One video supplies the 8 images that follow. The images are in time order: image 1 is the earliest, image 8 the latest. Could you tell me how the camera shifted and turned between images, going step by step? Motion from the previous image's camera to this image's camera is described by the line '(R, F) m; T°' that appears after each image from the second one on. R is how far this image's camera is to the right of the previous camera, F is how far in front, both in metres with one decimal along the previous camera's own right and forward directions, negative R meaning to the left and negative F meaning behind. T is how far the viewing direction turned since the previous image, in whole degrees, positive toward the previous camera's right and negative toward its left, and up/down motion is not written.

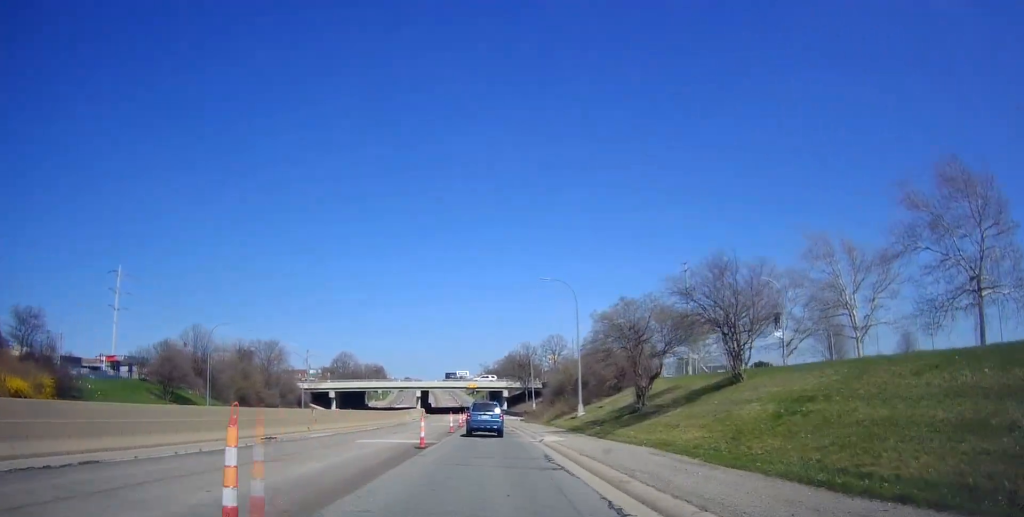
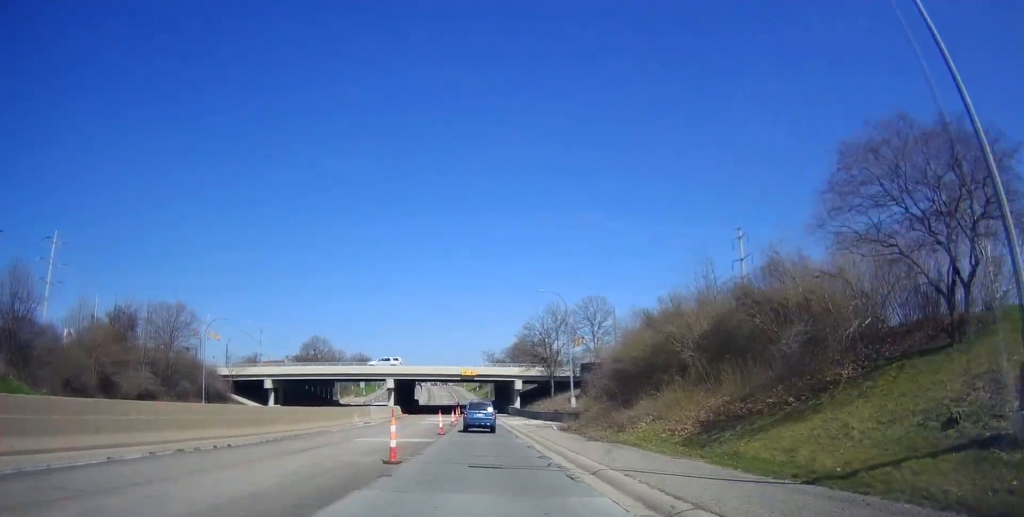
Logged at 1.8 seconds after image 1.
(+0.2, +36.4) m; 0°
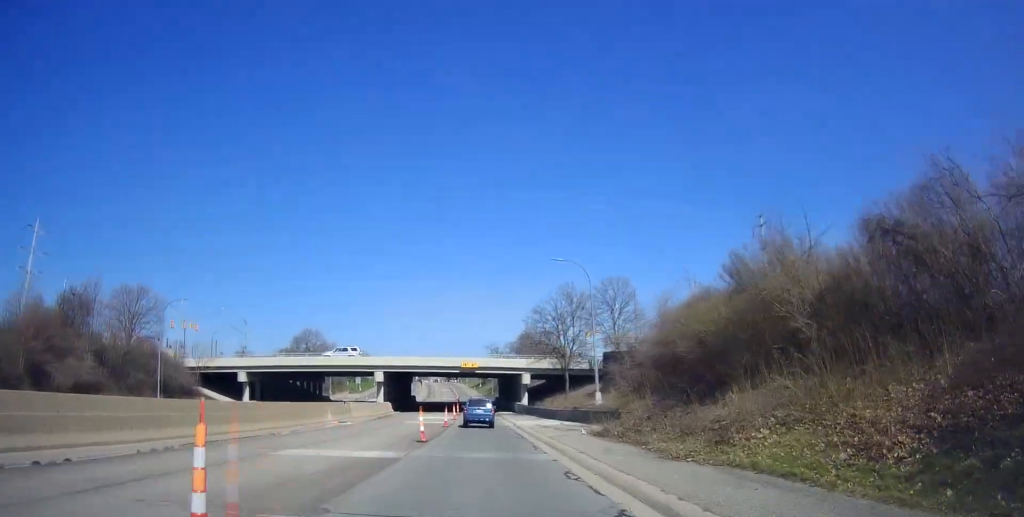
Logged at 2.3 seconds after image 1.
(0.0, +9.9) m; 0°
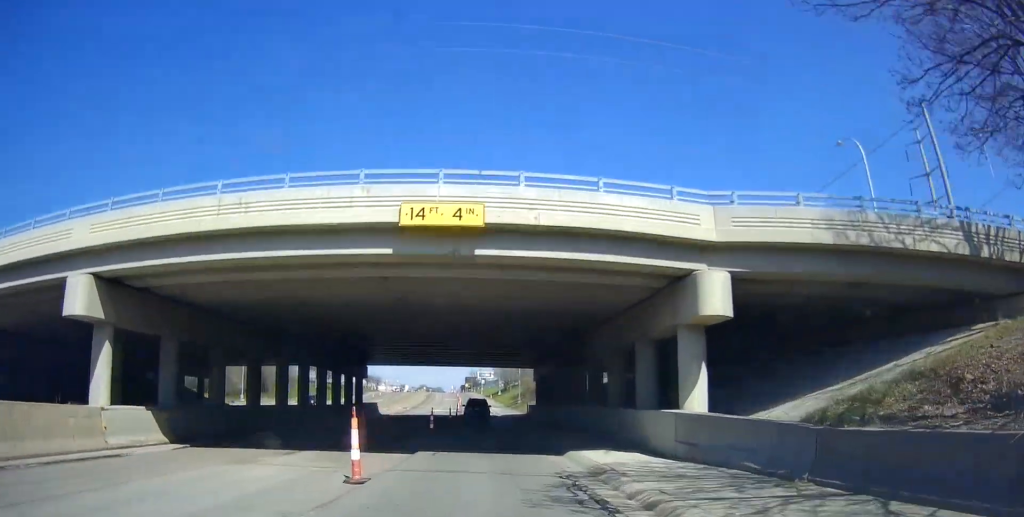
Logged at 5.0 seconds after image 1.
(-1.5, +53.4) m; -3°
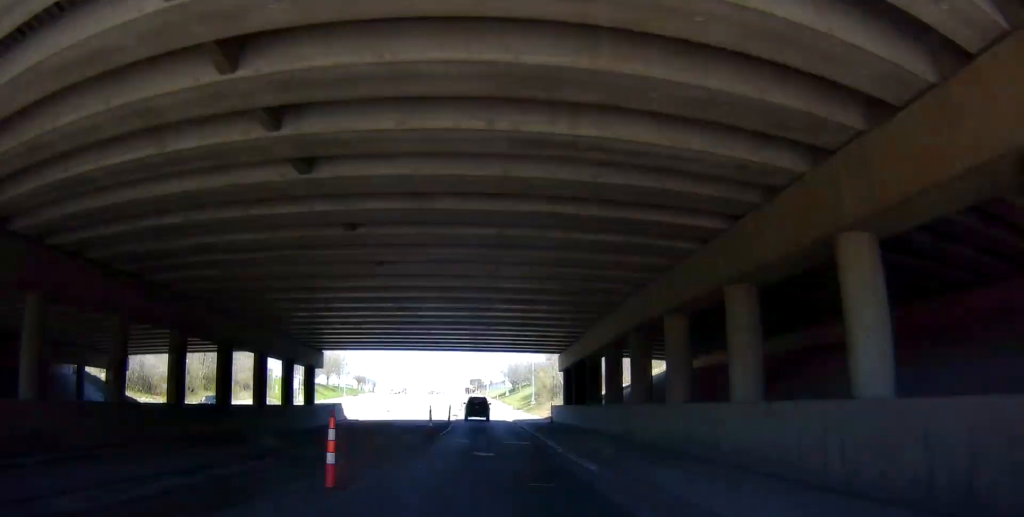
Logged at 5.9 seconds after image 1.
(-0.1, +16.5) m; +1°
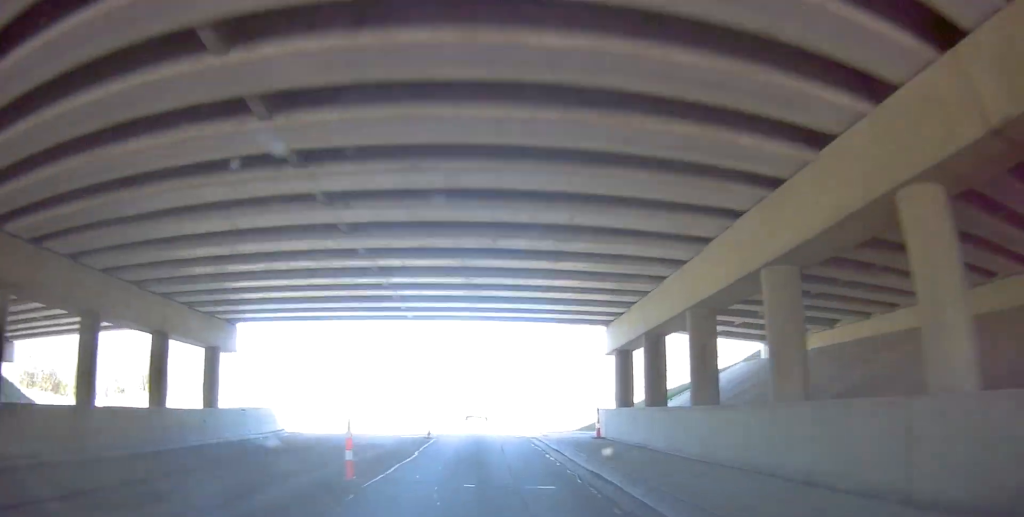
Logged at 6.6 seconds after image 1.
(+0.1, +14.6) m; +1°
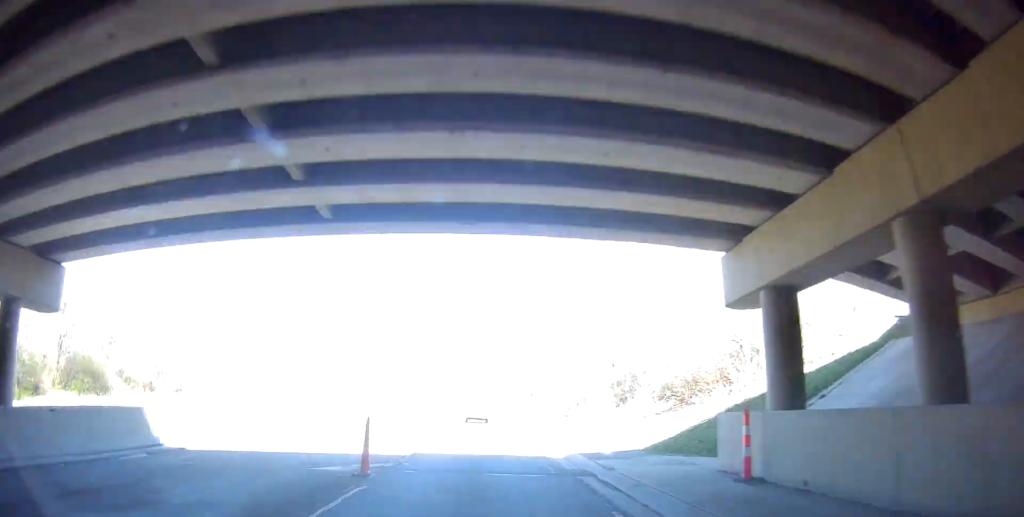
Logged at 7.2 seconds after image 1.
(+0.3, +12.6) m; 0°
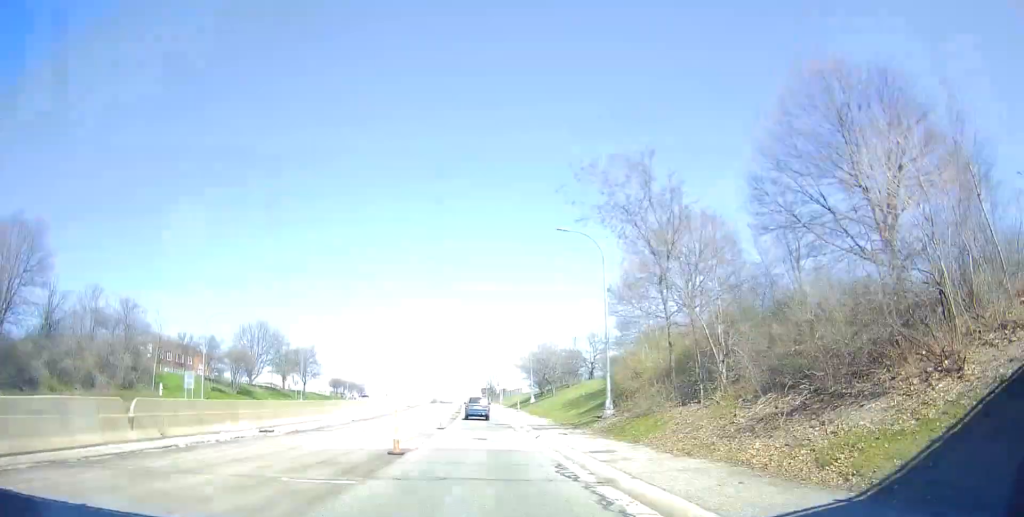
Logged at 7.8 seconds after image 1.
(-0.2, +10.6) m; -1°
